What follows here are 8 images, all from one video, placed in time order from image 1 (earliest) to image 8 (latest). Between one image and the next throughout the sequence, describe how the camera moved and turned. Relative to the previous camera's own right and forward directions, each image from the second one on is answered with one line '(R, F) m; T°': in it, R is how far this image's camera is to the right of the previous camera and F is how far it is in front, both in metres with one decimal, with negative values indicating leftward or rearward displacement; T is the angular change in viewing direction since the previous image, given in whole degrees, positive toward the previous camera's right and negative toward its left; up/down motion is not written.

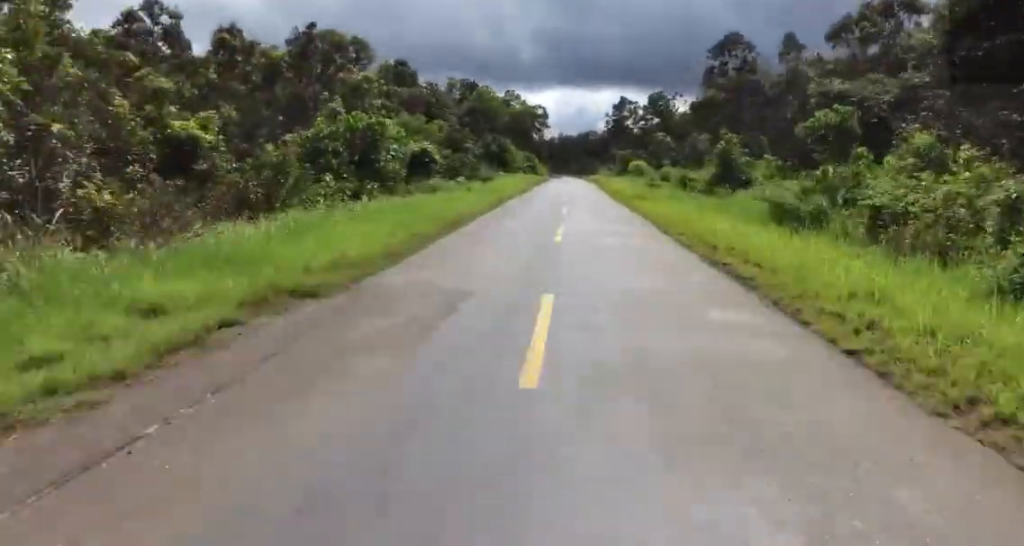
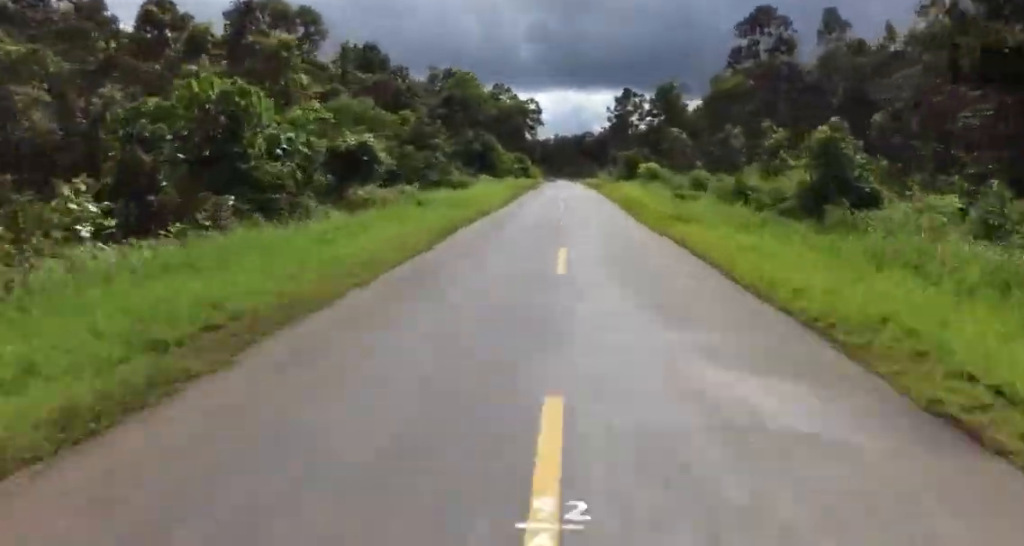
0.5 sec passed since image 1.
(+0.2, +11.2) m; 0°
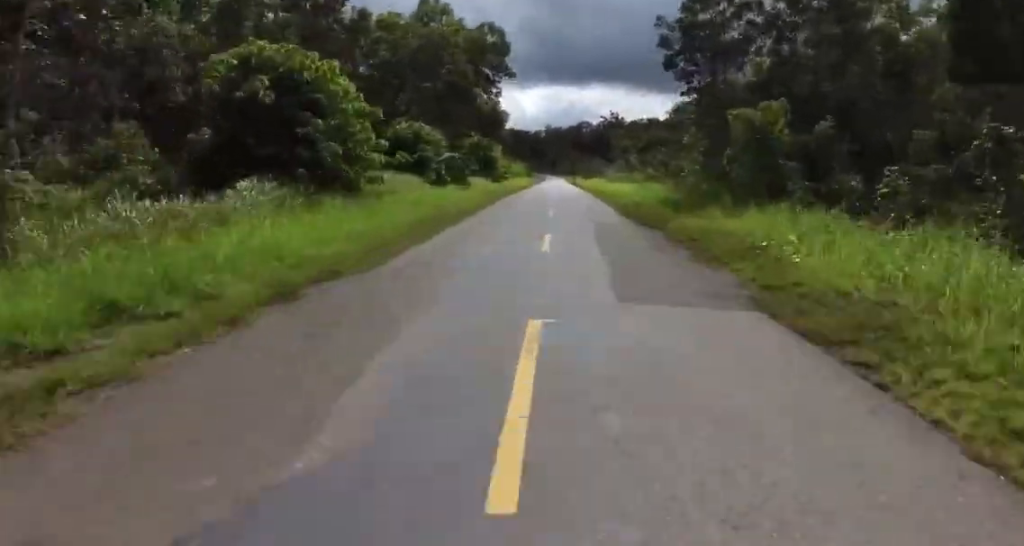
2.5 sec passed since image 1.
(0.0, +48.0) m; 0°
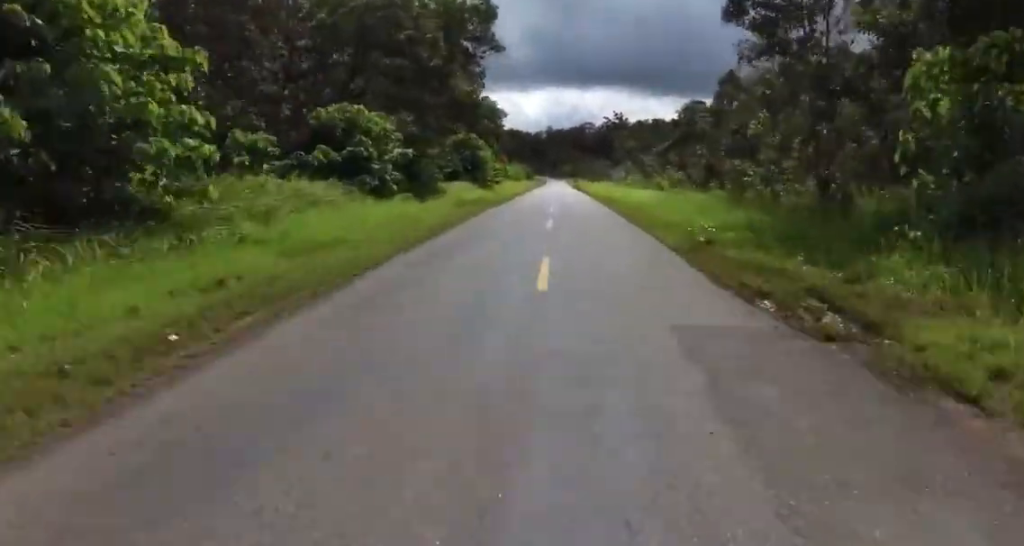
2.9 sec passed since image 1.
(0.0, +11.6) m; 0°
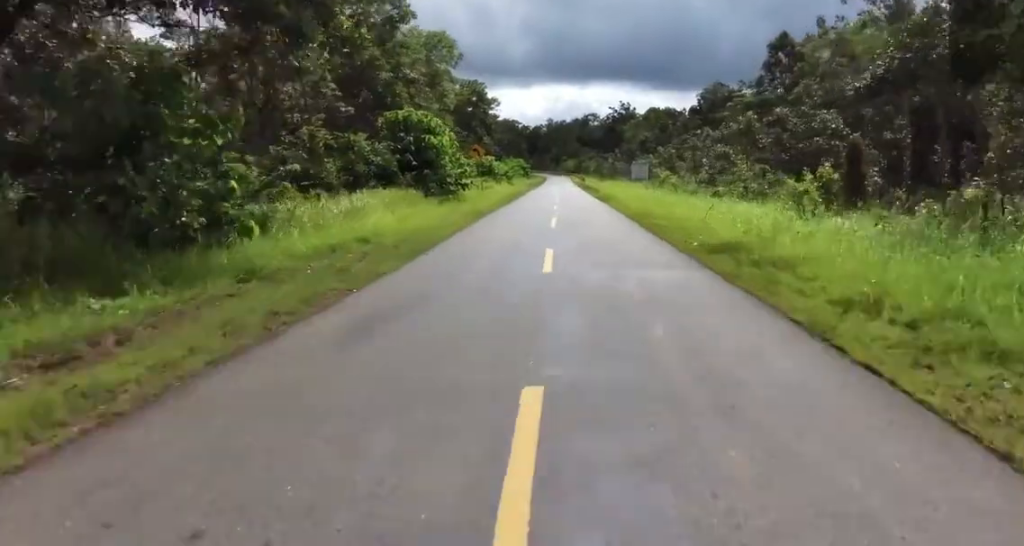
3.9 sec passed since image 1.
(-0.3, +23.3) m; -1°
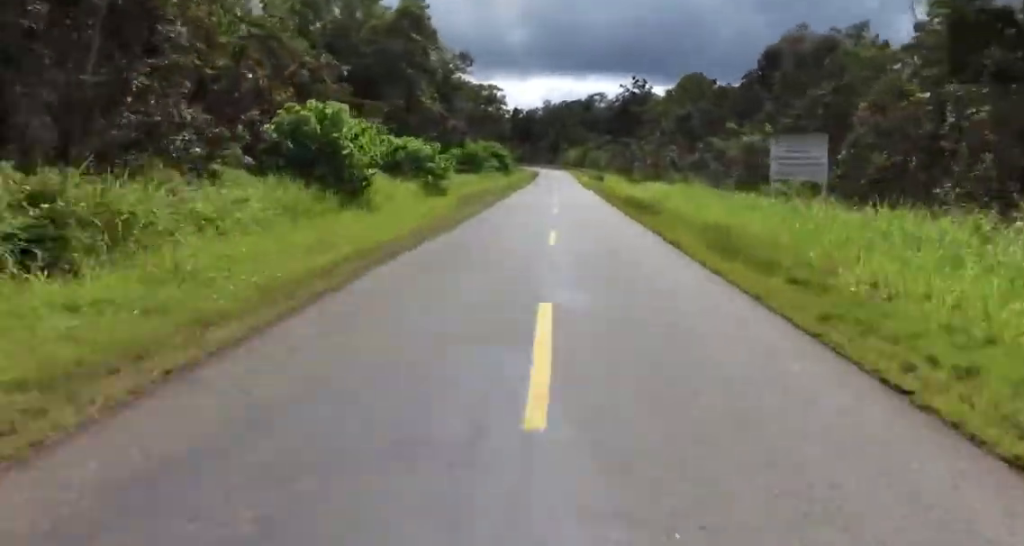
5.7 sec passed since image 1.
(+0.1, +46.7) m; +1°
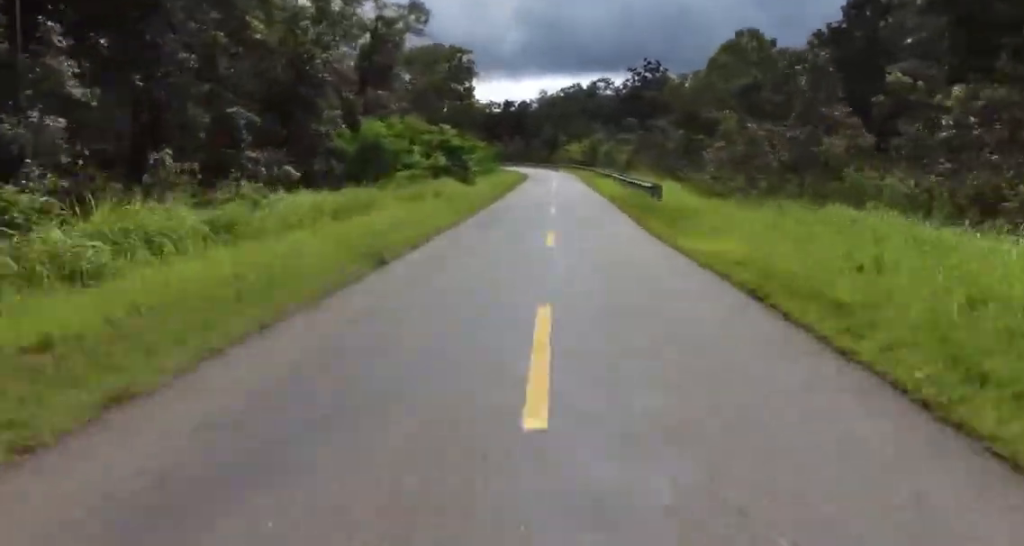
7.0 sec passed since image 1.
(+0.2, +30.5) m; -1°
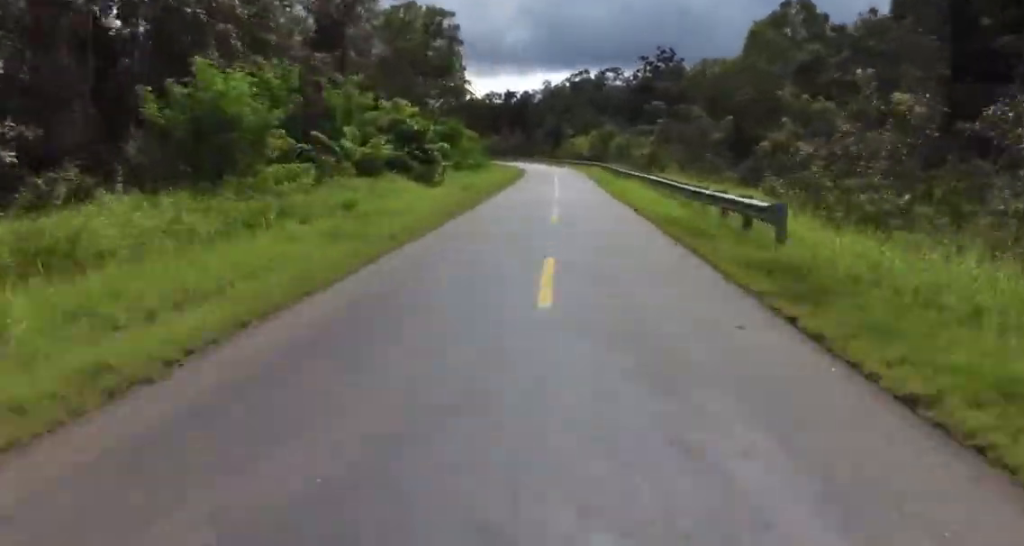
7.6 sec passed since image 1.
(+0.1, +14.2) m; -2°
